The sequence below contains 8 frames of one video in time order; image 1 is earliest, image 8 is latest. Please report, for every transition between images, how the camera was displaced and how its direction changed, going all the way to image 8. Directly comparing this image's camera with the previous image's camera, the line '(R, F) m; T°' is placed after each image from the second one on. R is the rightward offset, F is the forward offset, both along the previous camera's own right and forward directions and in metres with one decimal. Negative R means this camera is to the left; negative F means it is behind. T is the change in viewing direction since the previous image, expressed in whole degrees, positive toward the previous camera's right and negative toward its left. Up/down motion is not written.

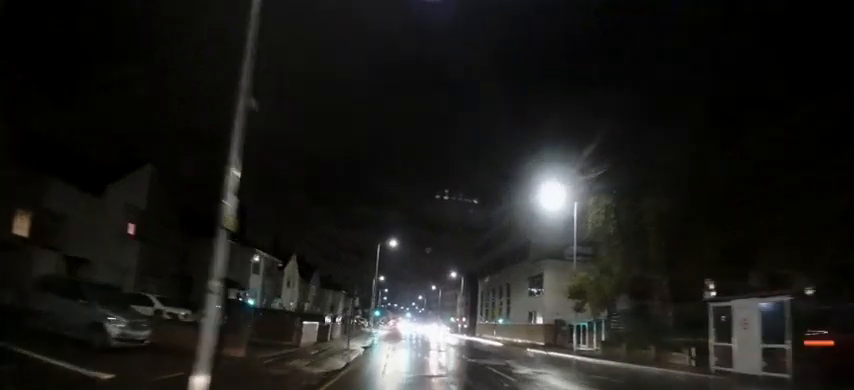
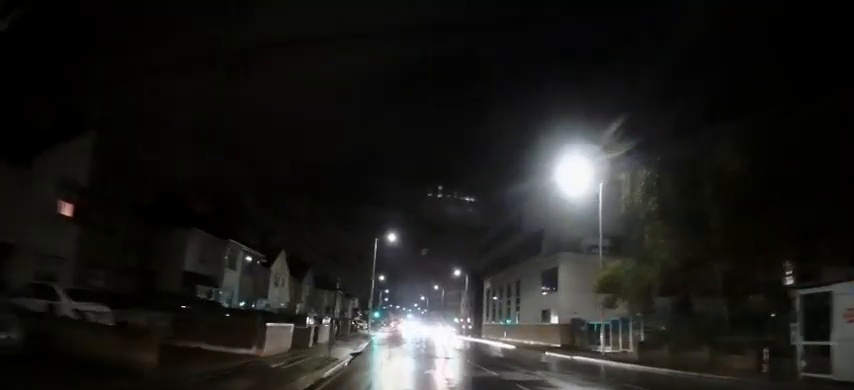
(0.0, +4.8) m; -1°
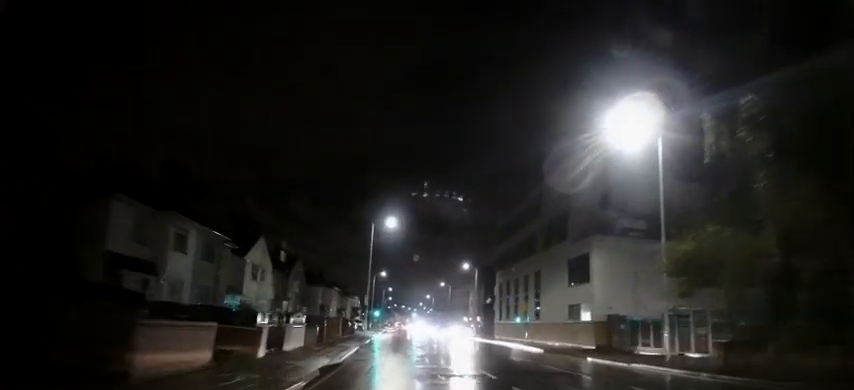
(+0.1, +7.4) m; -1°
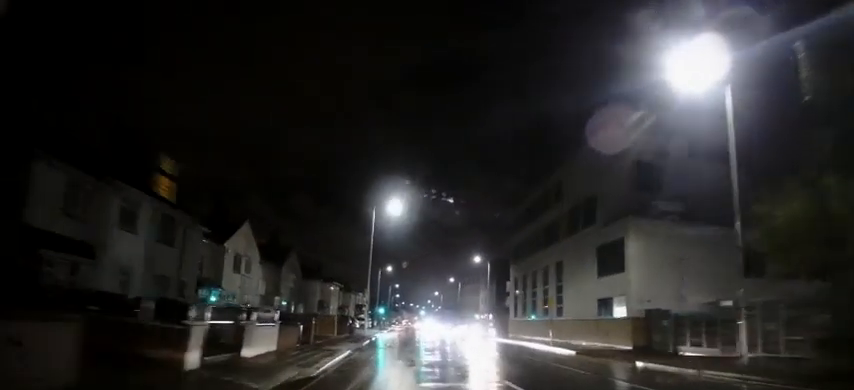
(-0.1, +5.2) m; 0°
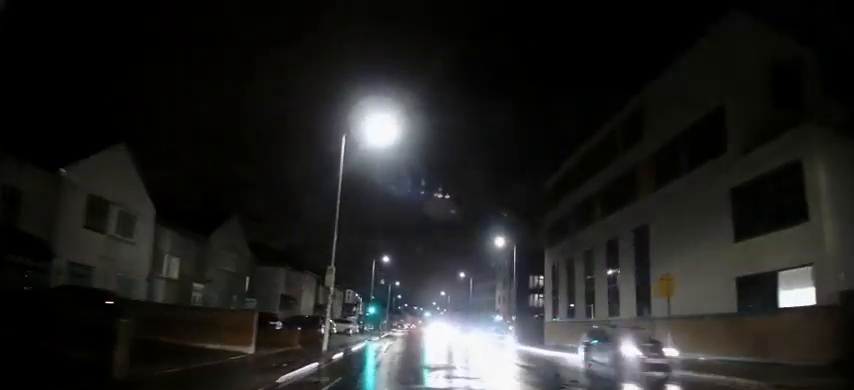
(+0.1, +16.4) m; 0°
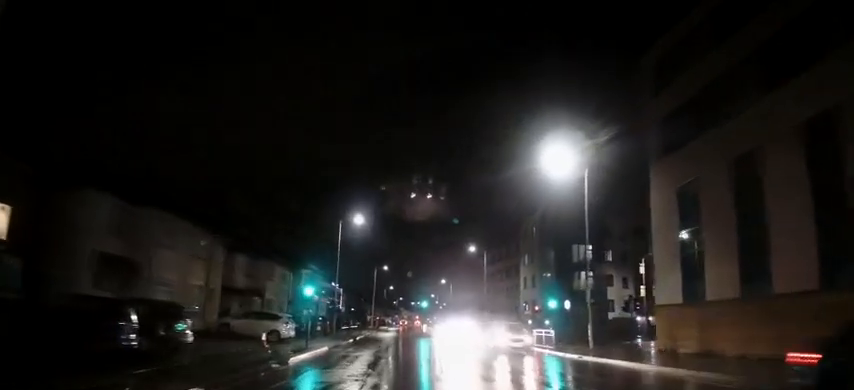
(-0.6, +24.3) m; -1°
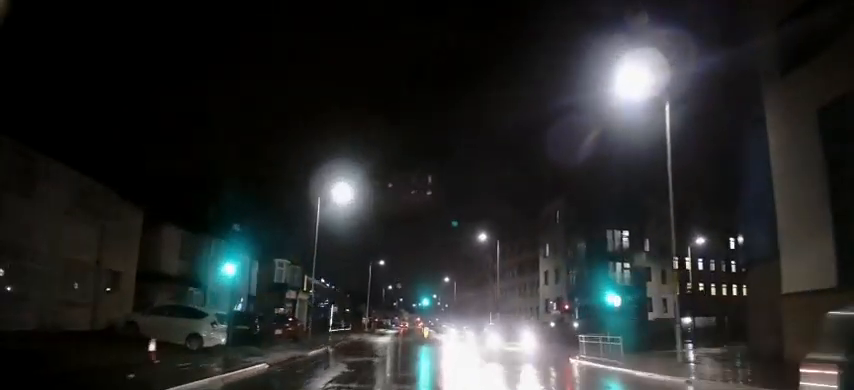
(+0.1, +9.4) m; 0°
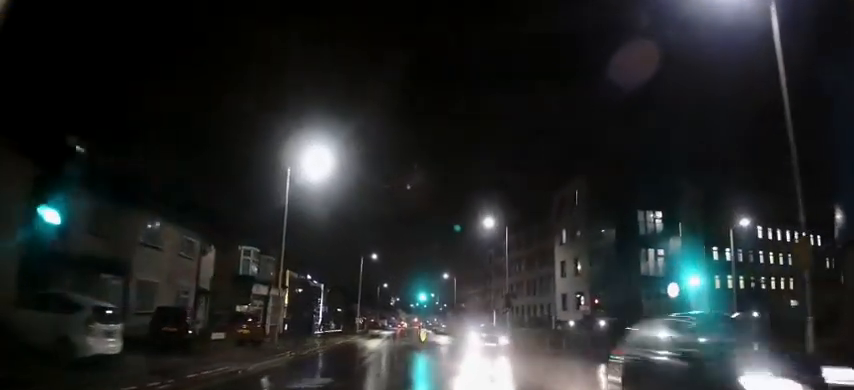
(-0.1, +6.7) m; +1°
